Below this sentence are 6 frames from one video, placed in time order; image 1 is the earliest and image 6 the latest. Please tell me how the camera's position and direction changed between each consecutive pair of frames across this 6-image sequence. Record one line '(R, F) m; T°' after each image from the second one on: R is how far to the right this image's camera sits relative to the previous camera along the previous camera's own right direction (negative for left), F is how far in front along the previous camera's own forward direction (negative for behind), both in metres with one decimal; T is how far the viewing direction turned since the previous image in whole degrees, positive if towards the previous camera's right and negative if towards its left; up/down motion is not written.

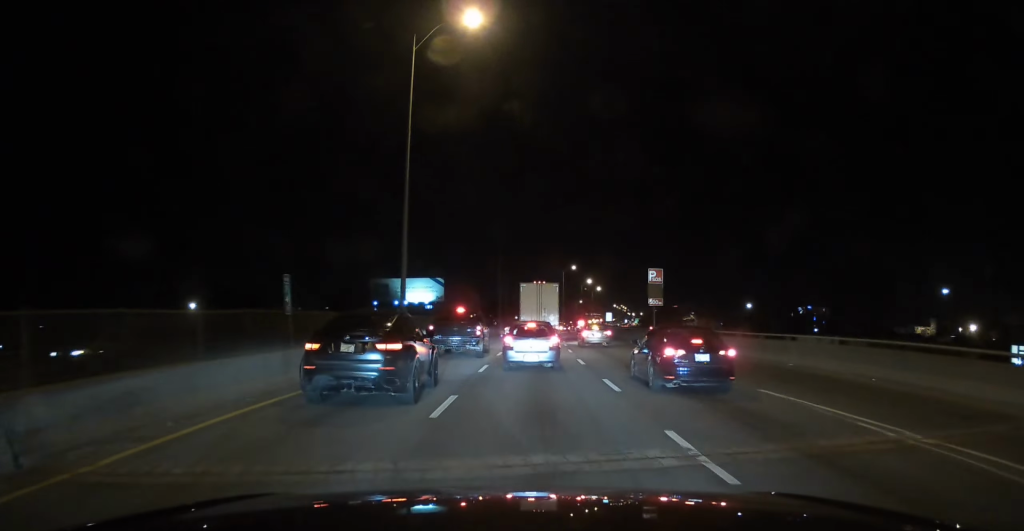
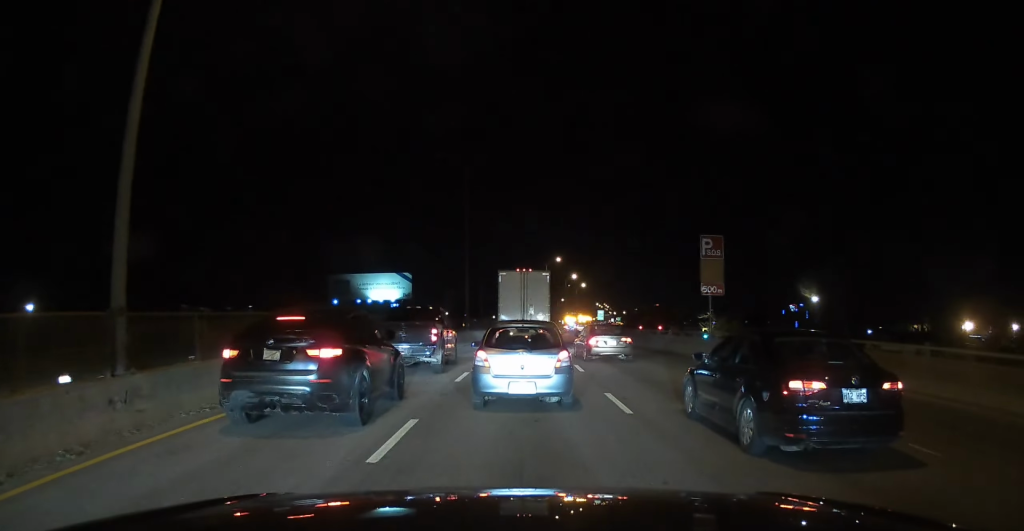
(+0.3, +23.6) m; +1°
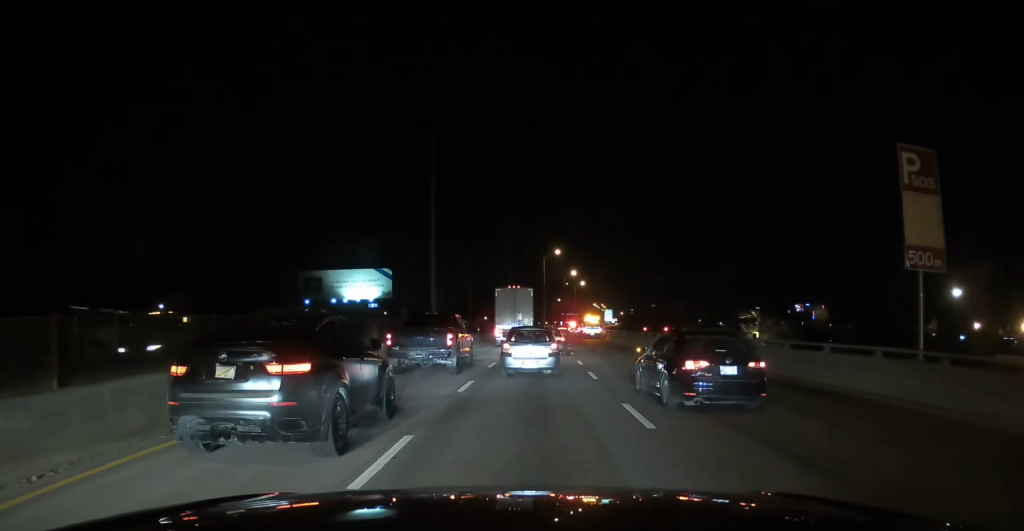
(+0.3, +25.9) m; +1°
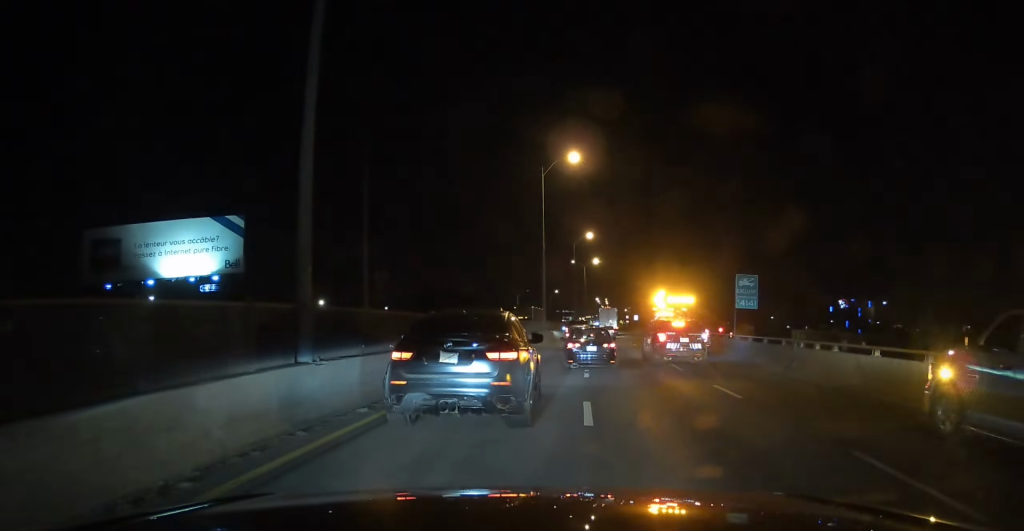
(+2.7, +78.7) m; +5°
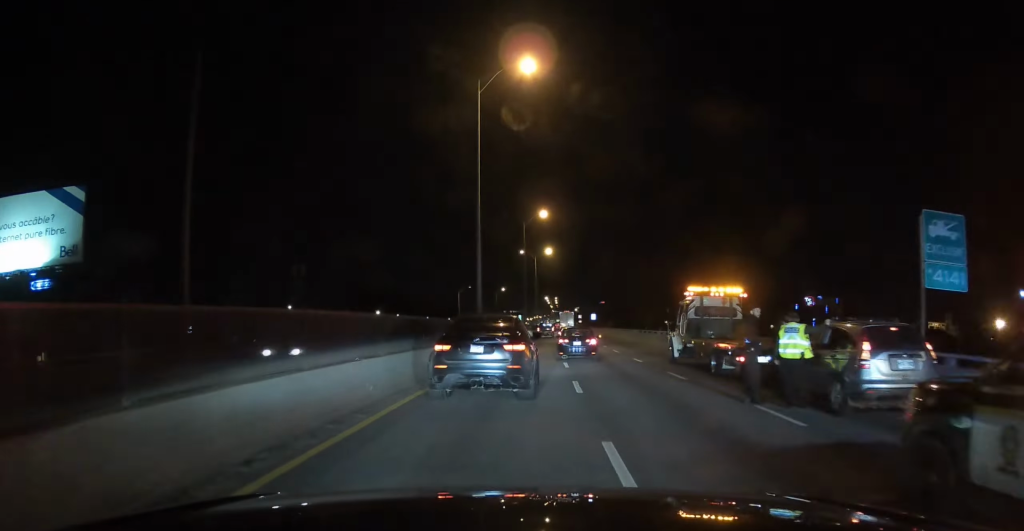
(+0.3, +28.6) m; +3°
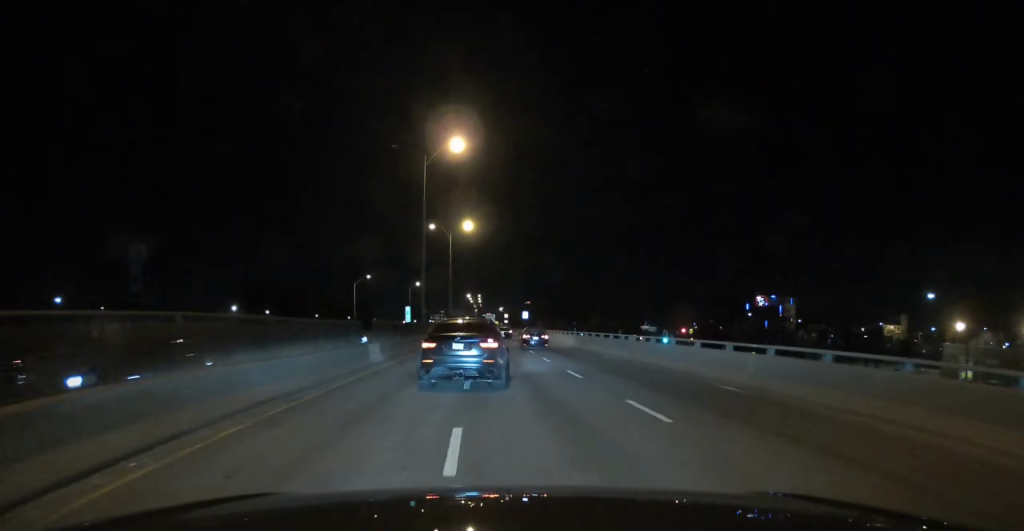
(+1.5, +39.4) m; +1°
